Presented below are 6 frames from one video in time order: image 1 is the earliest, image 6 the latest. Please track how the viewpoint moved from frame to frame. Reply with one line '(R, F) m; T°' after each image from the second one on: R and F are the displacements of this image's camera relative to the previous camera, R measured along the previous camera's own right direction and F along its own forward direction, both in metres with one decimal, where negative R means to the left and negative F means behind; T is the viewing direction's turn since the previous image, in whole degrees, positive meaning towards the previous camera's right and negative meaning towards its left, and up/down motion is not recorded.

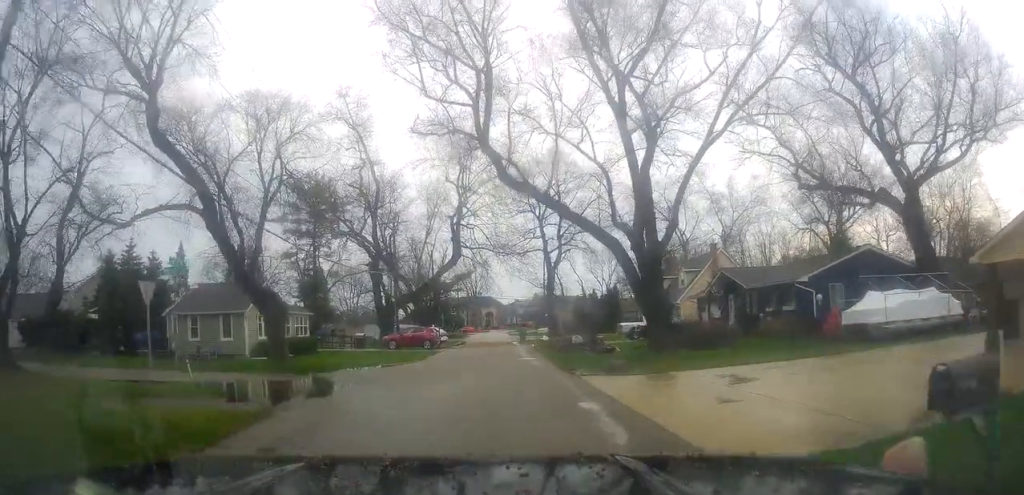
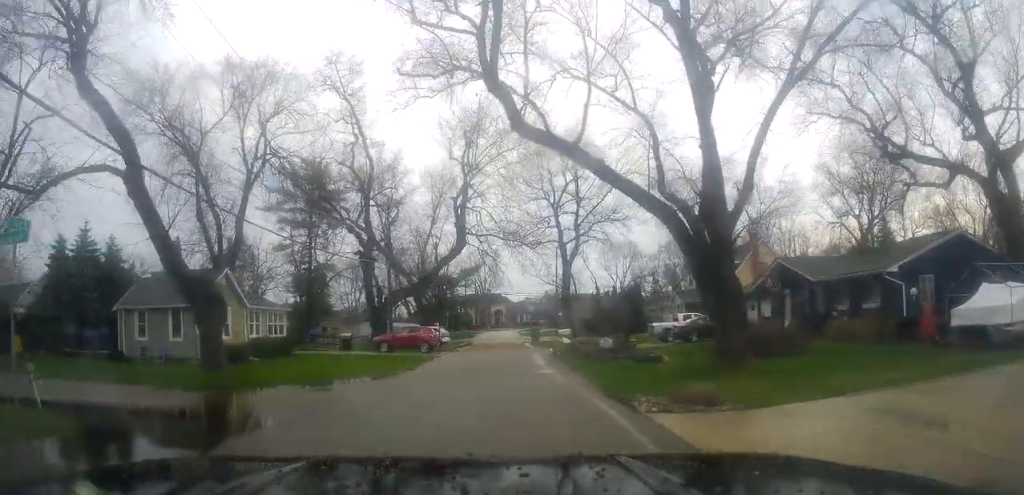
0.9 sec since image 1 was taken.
(+0.5, +6.6) m; 0°
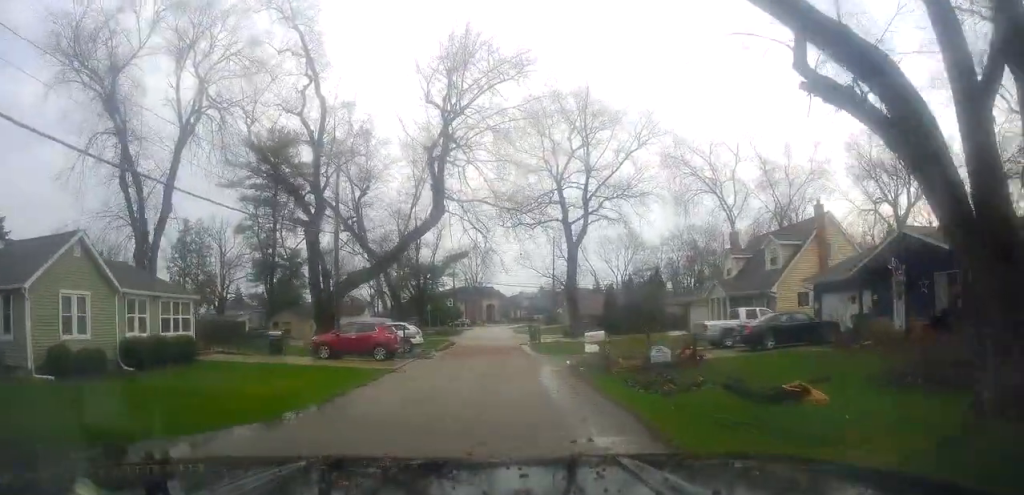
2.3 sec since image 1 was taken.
(-0.3, +11.3) m; +1°
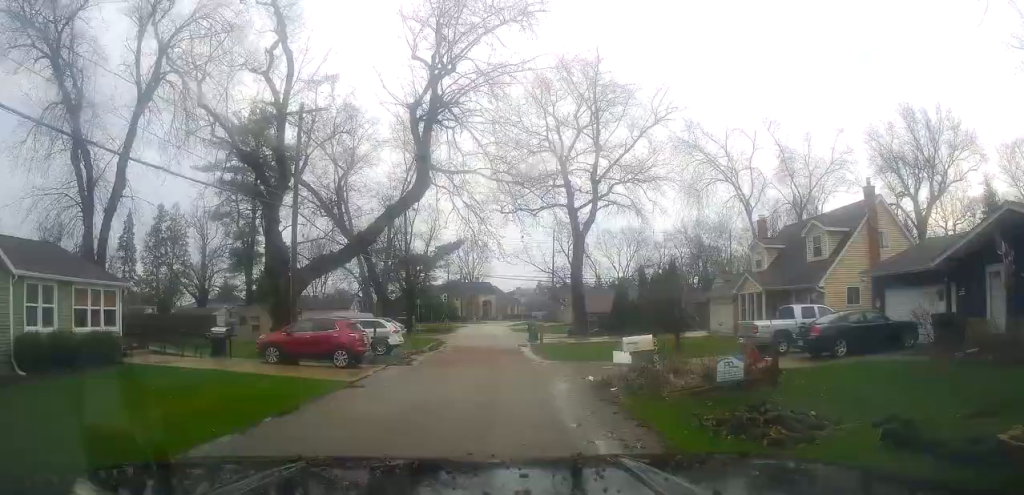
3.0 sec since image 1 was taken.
(+0.3, +5.8) m; +3°
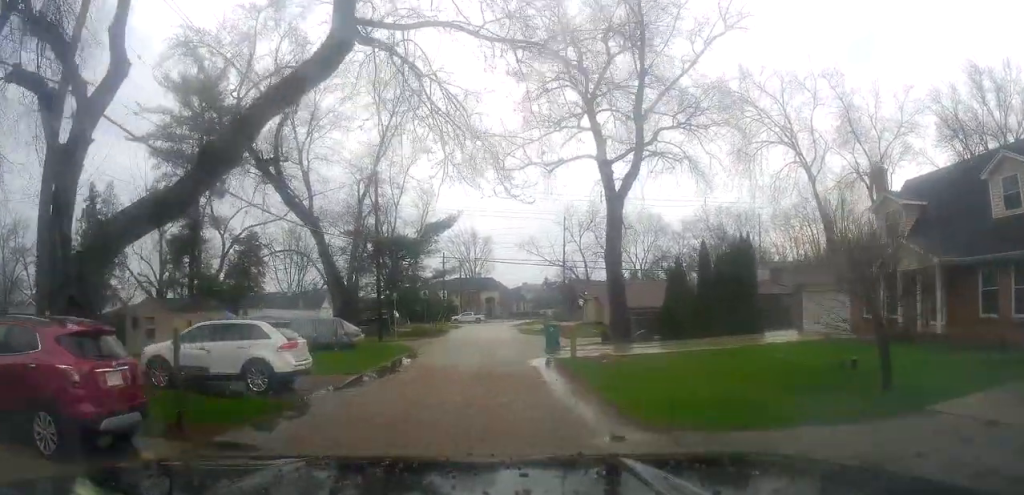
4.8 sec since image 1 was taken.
(0.0, +14.2) m; 0°
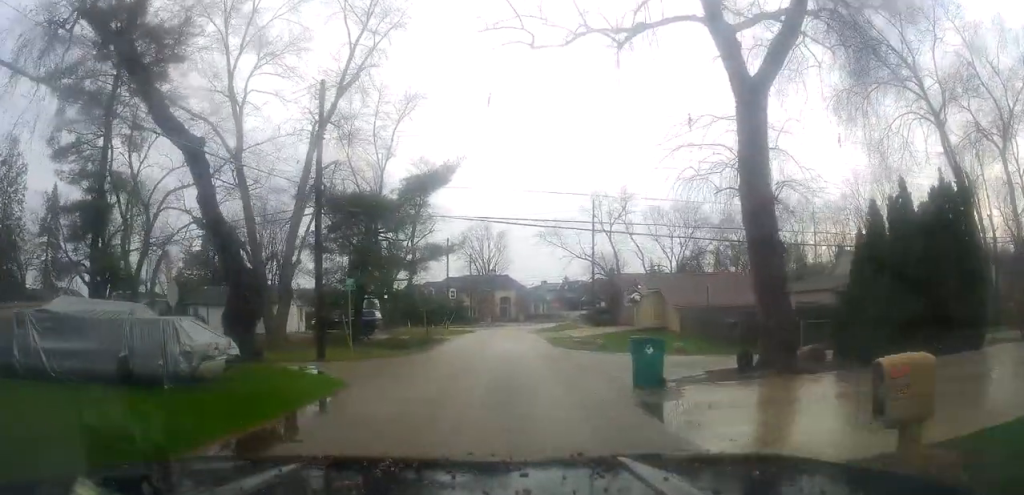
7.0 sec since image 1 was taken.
(-1.0, +16.7) m; -7°
